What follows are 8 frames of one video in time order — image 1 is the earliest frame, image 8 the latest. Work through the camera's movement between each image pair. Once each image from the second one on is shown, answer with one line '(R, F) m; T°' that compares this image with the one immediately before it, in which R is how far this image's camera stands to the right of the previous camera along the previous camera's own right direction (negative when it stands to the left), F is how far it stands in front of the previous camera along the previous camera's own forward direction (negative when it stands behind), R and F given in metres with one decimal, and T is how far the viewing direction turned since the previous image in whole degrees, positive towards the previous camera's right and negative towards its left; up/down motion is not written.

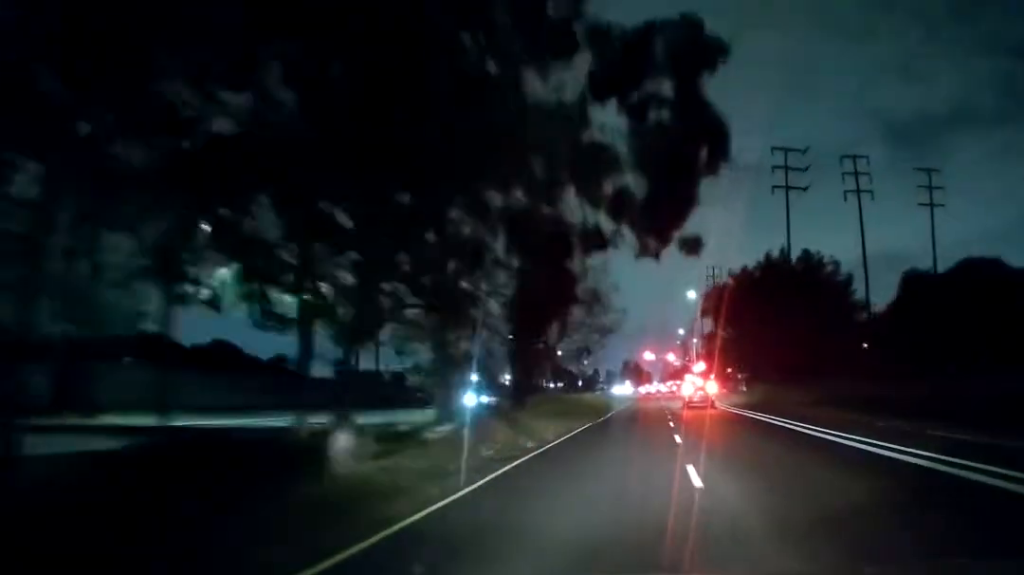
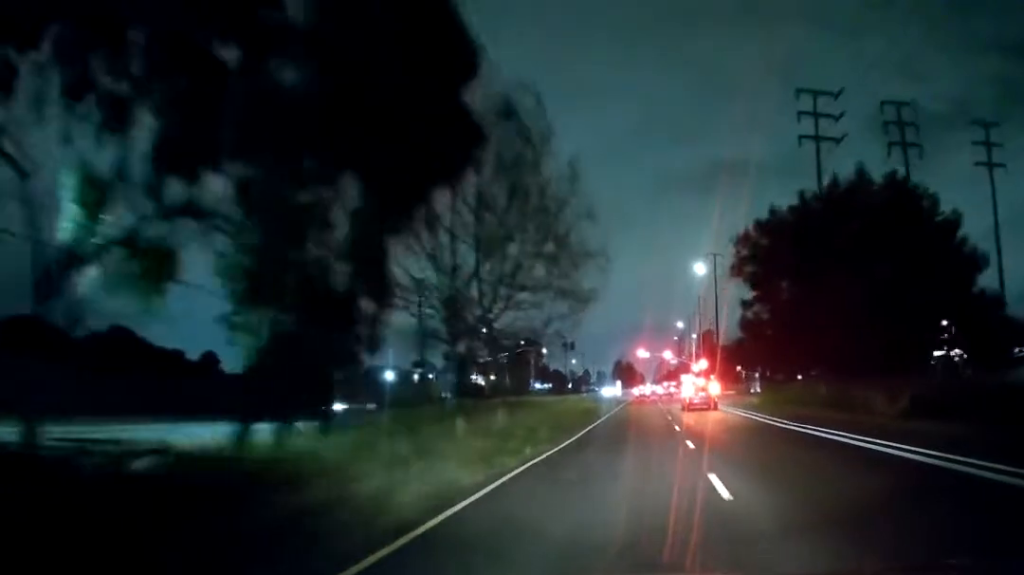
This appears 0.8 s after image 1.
(+0.1, +15.1) m; +1°
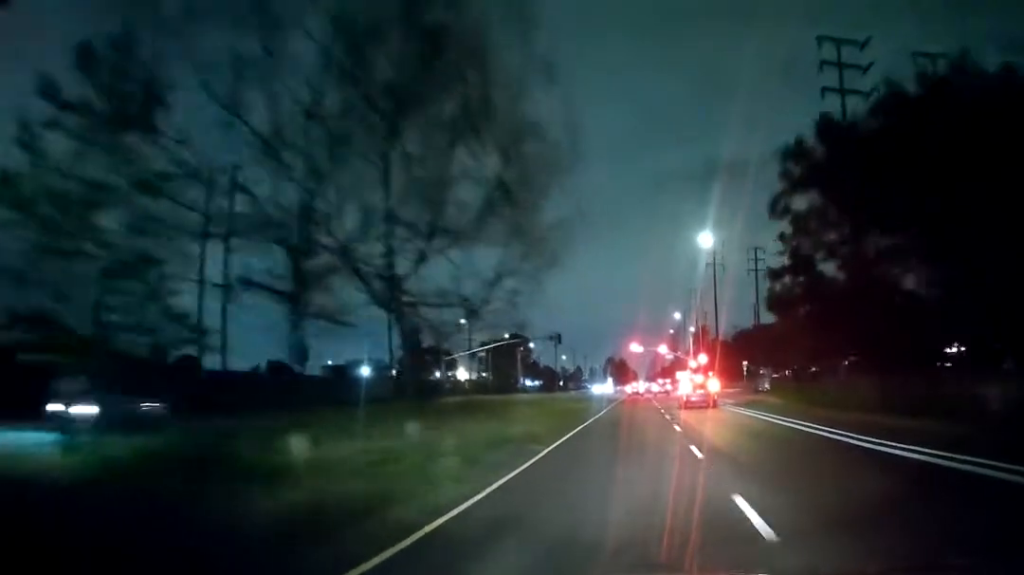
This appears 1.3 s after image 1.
(+0.1, +8.8) m; +1°
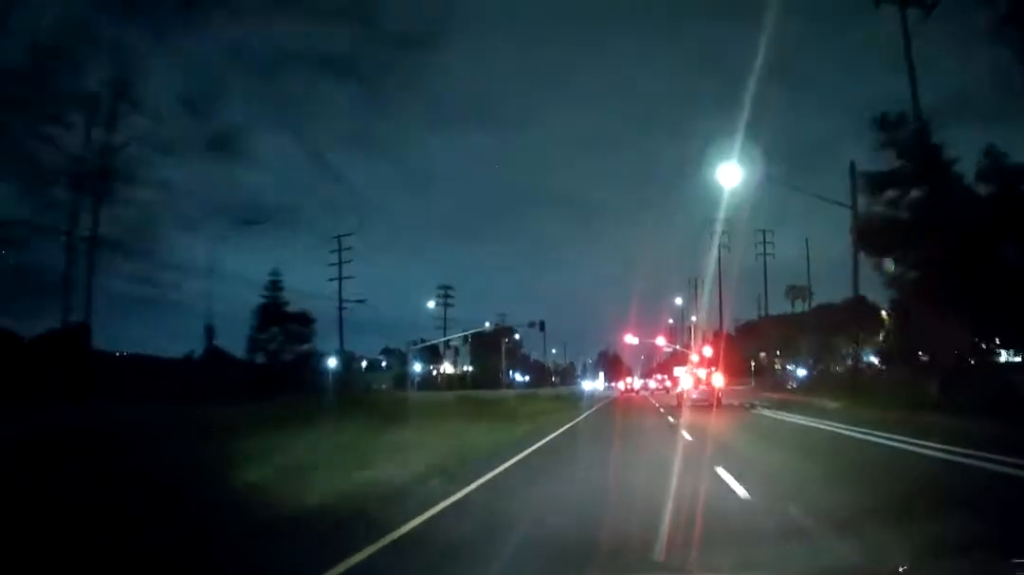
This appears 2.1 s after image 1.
(+0.1, +12.6) m; +1°
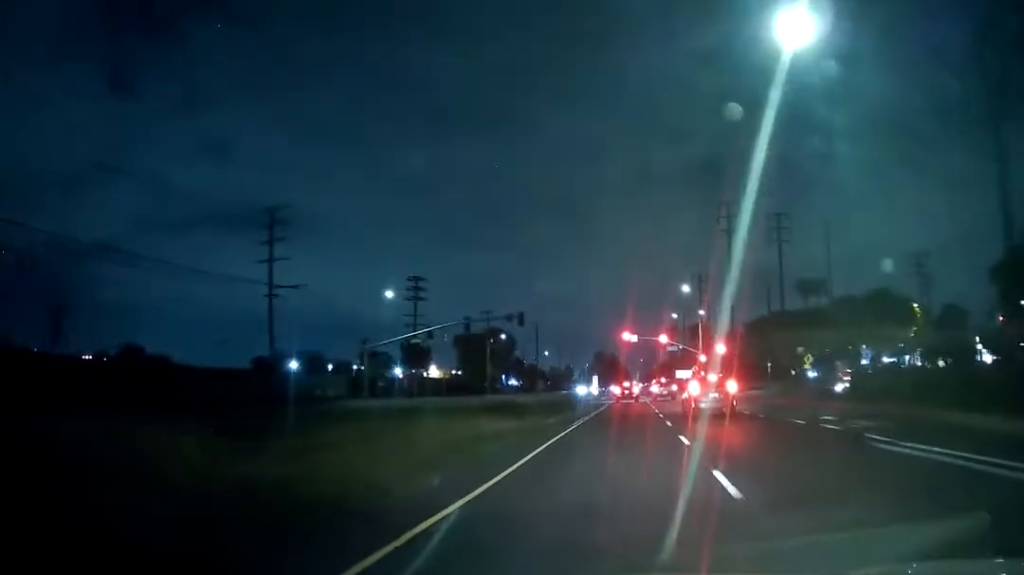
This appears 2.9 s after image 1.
(0.0, +12.4) m; 0°
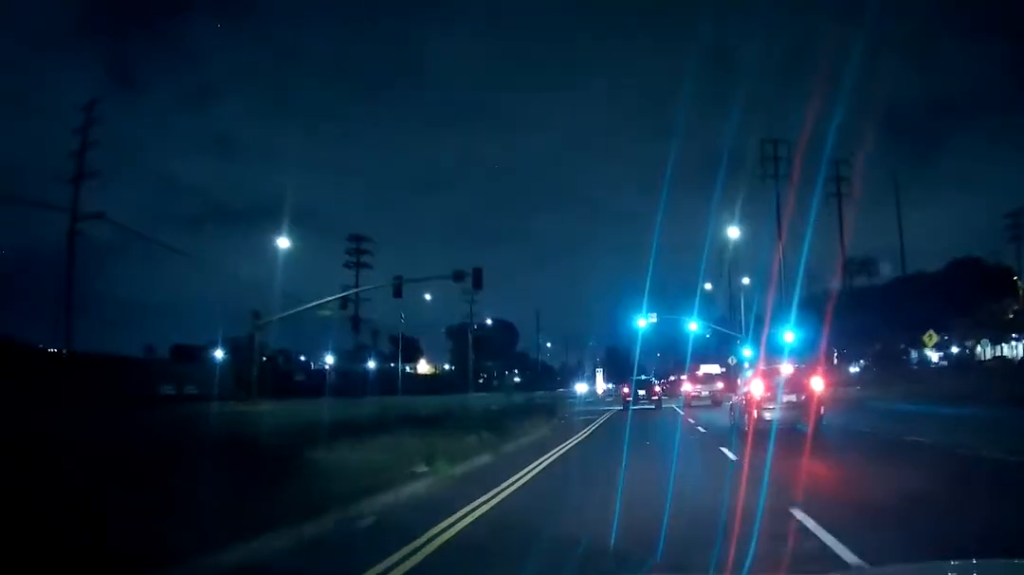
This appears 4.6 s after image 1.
(0.0, +22.3) m; 0°
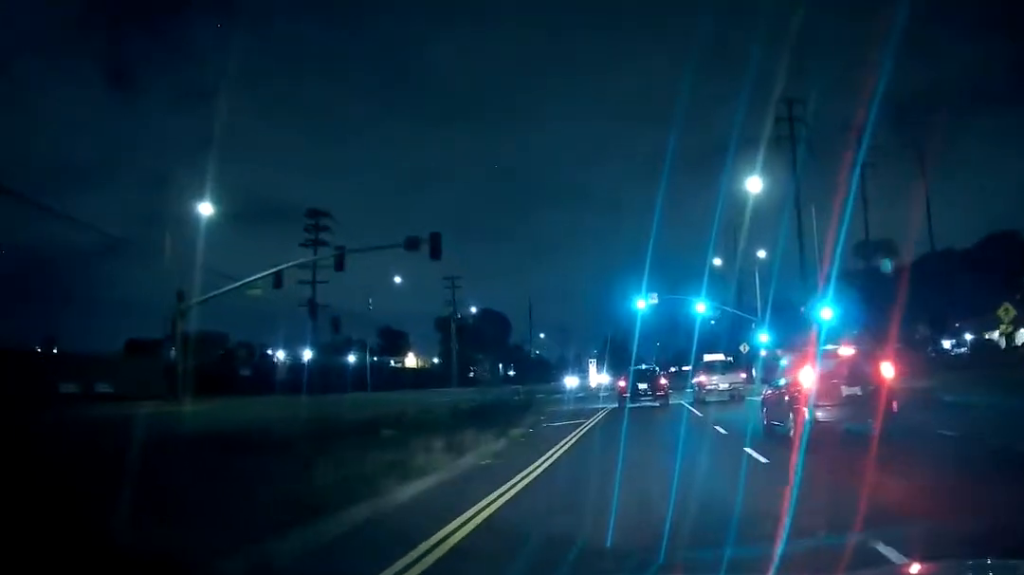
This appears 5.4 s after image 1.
(0.0, +8.2) m; 0°
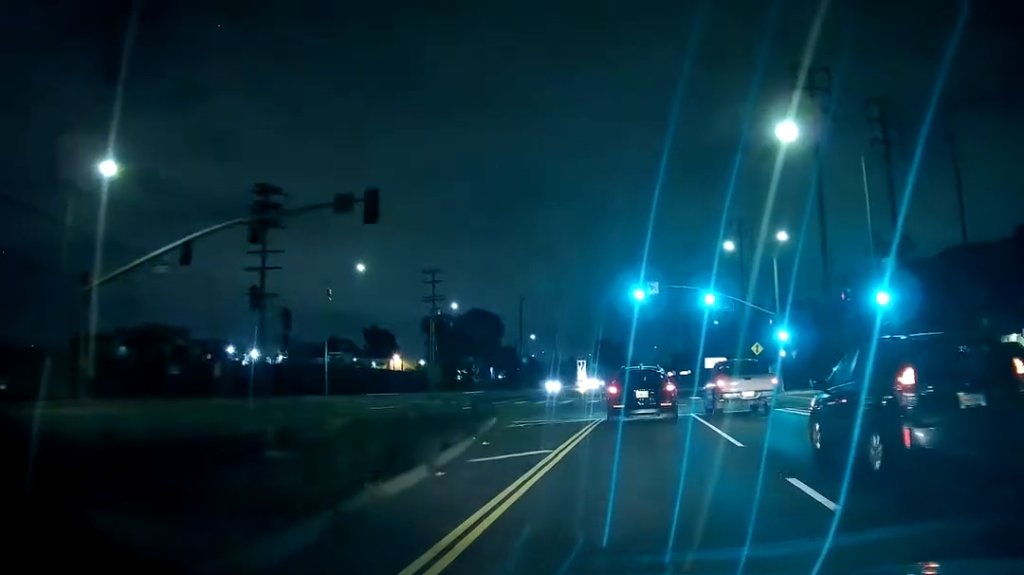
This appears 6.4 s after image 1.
(-0.1, +8.2) m; -1°
